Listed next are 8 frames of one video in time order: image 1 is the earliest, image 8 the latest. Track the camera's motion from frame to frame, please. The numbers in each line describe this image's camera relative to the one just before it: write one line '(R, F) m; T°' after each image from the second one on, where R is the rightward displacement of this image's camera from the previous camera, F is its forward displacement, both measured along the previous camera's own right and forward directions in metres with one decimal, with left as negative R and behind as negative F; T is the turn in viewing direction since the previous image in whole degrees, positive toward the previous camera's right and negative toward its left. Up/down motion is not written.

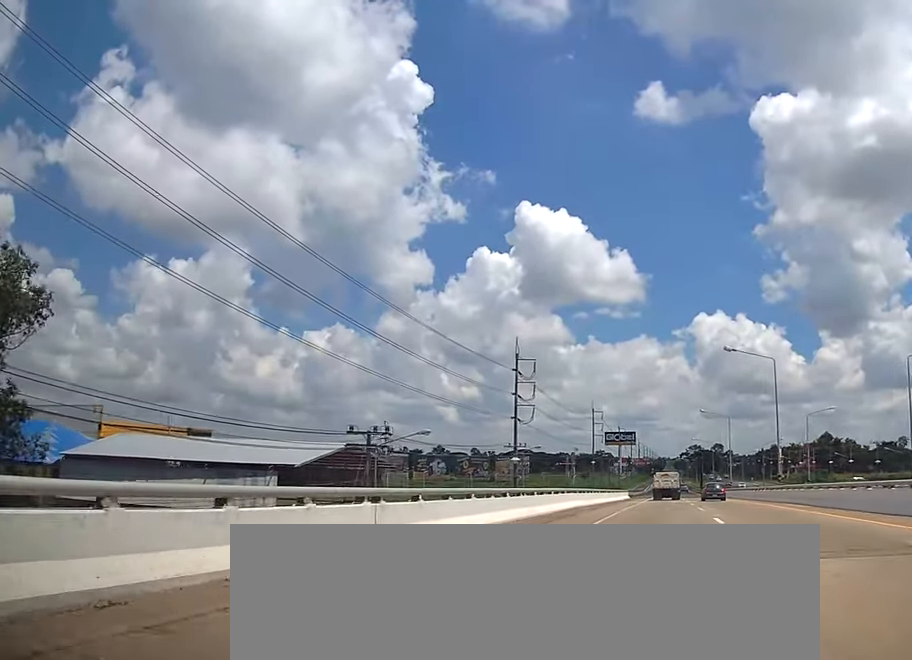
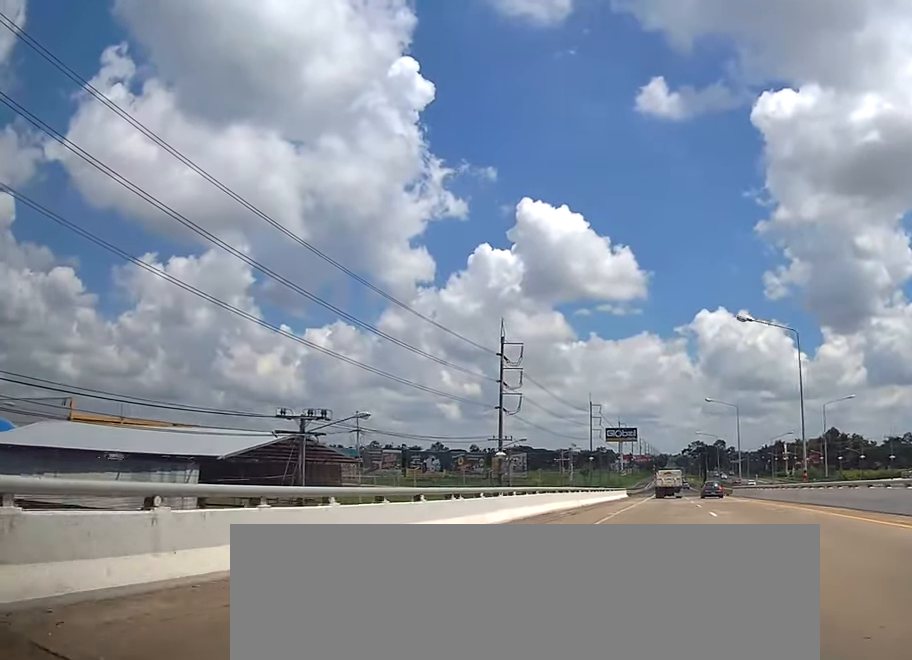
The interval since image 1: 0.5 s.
(-0.3, +7.7) m; 0°
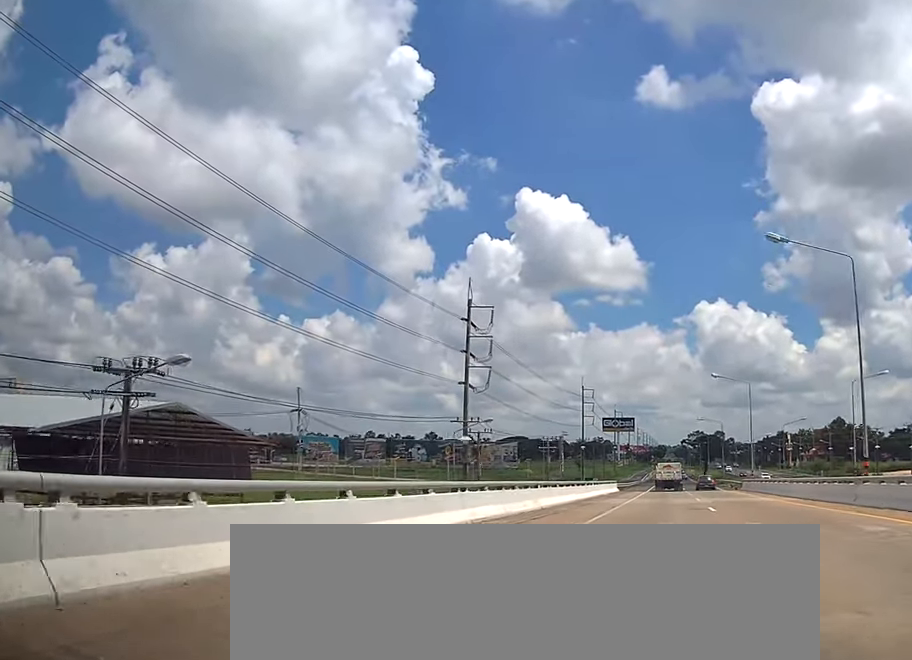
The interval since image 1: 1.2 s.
(+0.3, +11.6) m; 0°
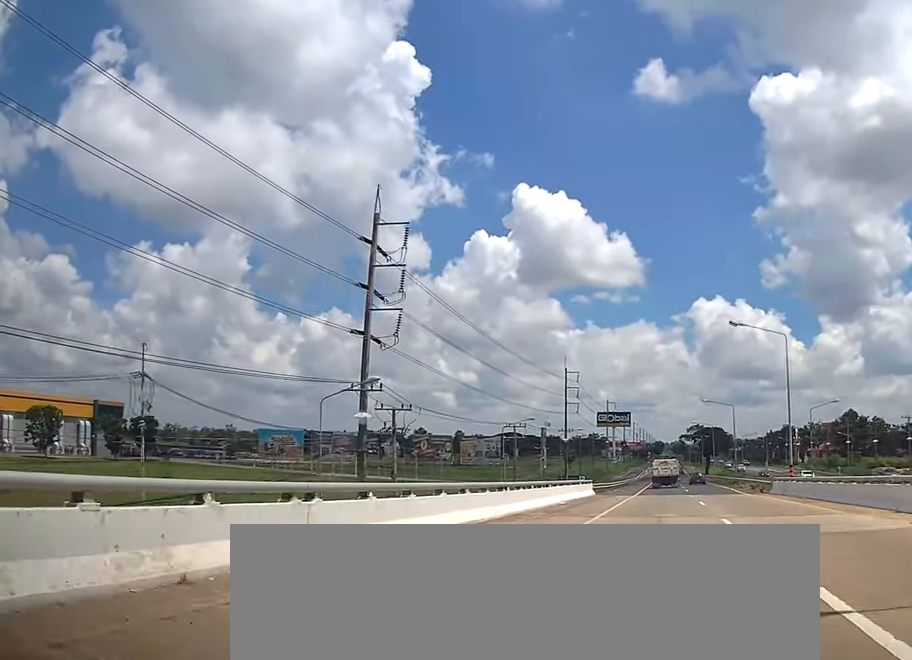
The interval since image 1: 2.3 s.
(-0.2, +19.6) m; -1°
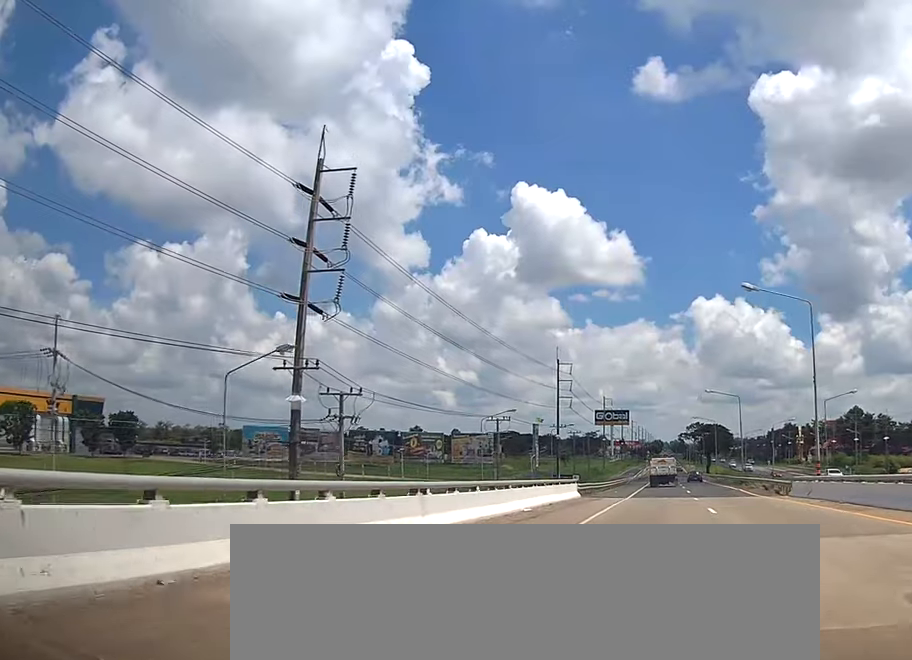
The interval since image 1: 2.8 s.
(-0.1, +7.3) m; 0°
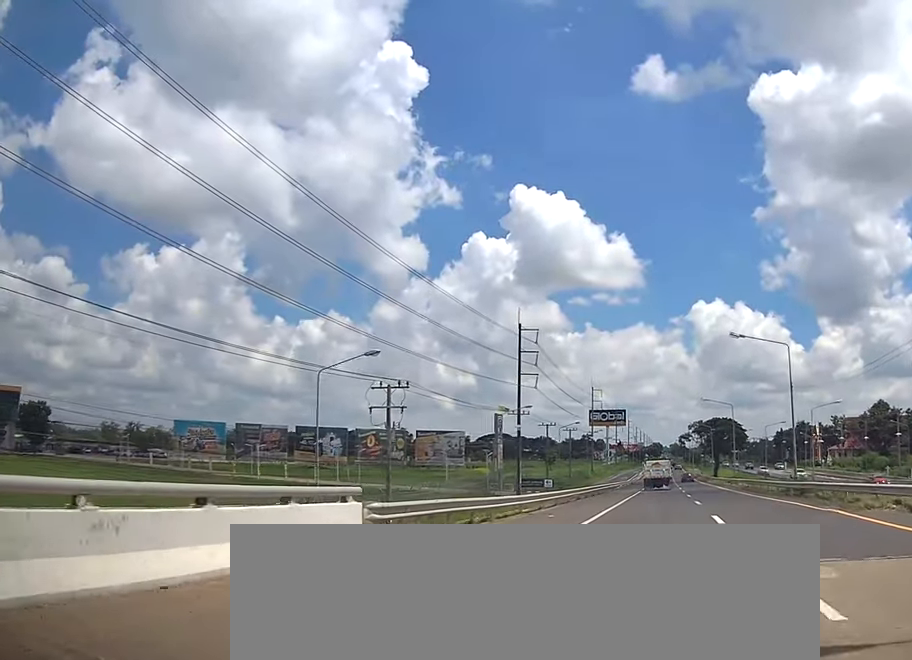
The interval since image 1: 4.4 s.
(+0.3, +27.8) m; +1°
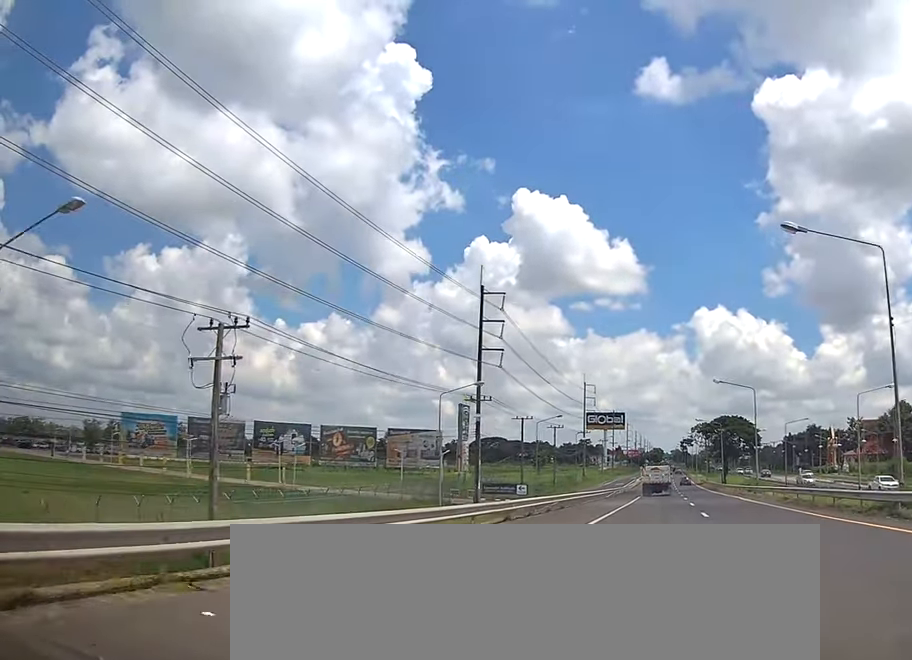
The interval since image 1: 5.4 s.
(+0.1, +17.8) m; 0°
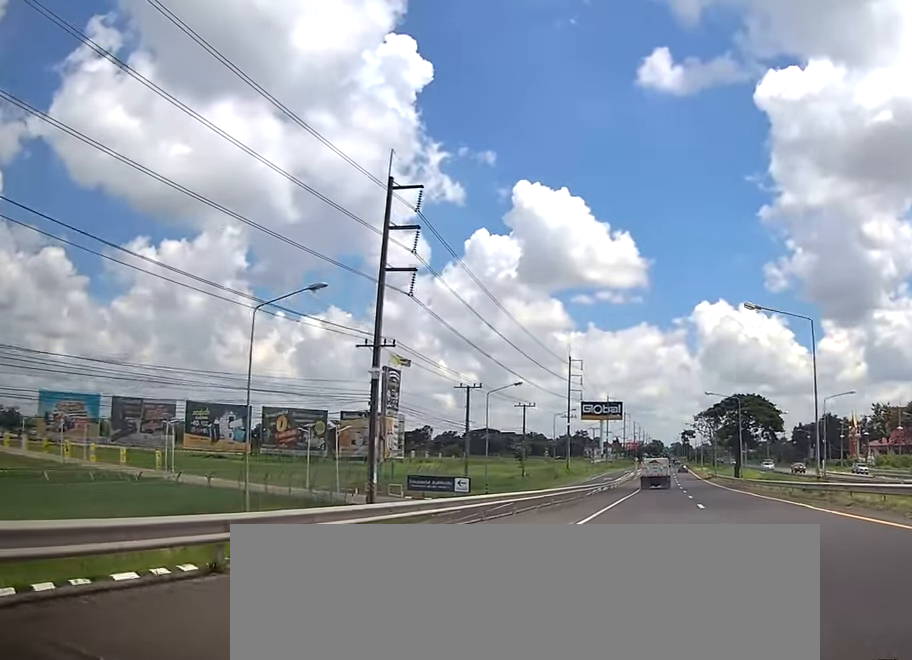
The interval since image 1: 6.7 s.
(-0.1, +22.8) m; -1°
